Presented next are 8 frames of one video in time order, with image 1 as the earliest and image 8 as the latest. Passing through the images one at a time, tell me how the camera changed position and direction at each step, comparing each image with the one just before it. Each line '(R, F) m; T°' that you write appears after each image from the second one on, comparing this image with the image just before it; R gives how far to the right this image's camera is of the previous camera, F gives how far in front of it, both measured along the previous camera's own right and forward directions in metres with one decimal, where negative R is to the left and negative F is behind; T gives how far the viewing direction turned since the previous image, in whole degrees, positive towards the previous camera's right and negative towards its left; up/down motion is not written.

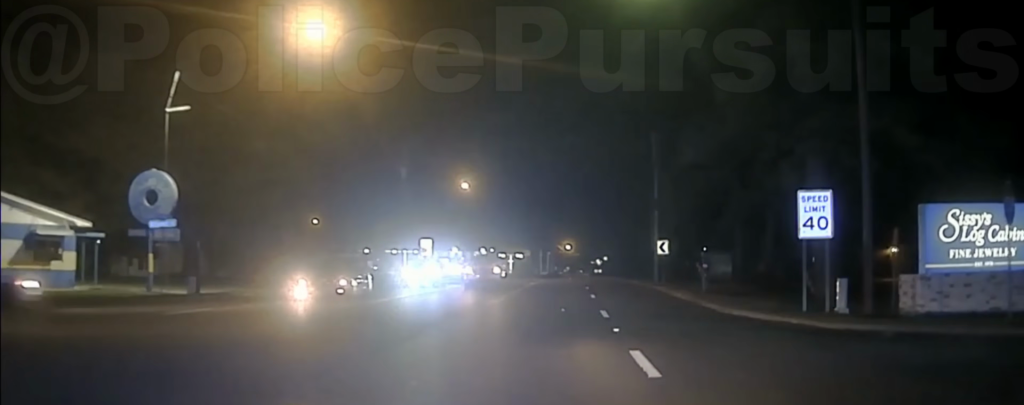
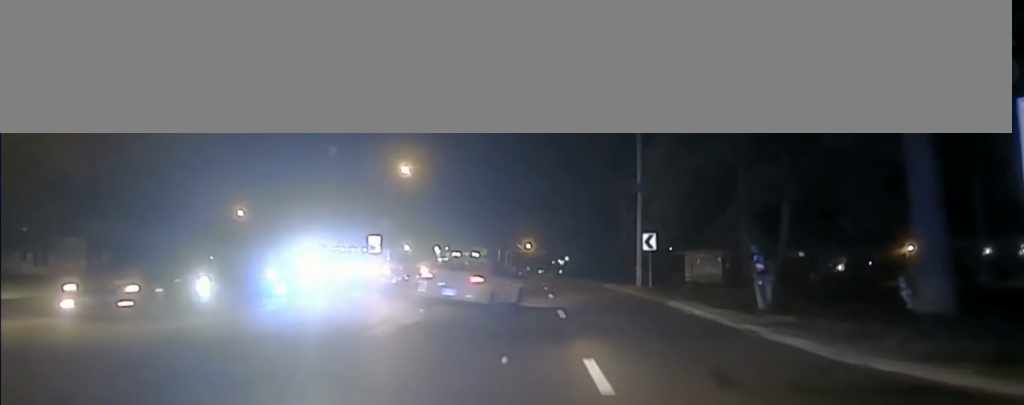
(+0.3, +7.4) m; +1°
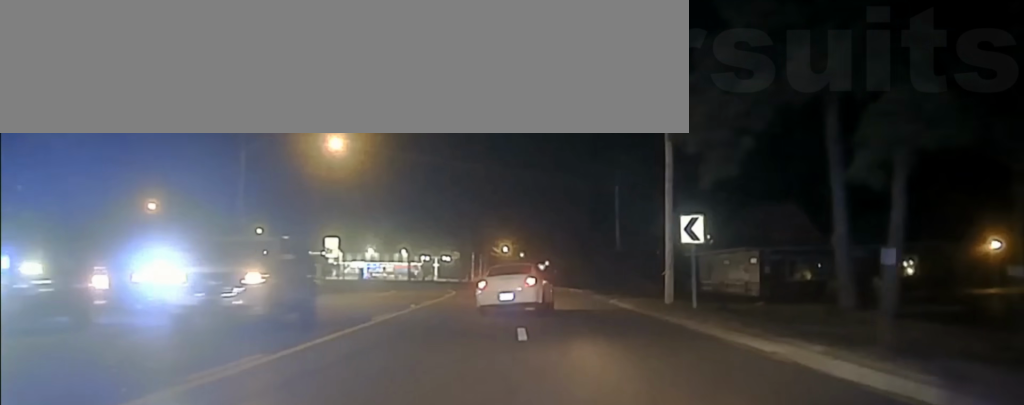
(-0.1, +12.7) m; 0°
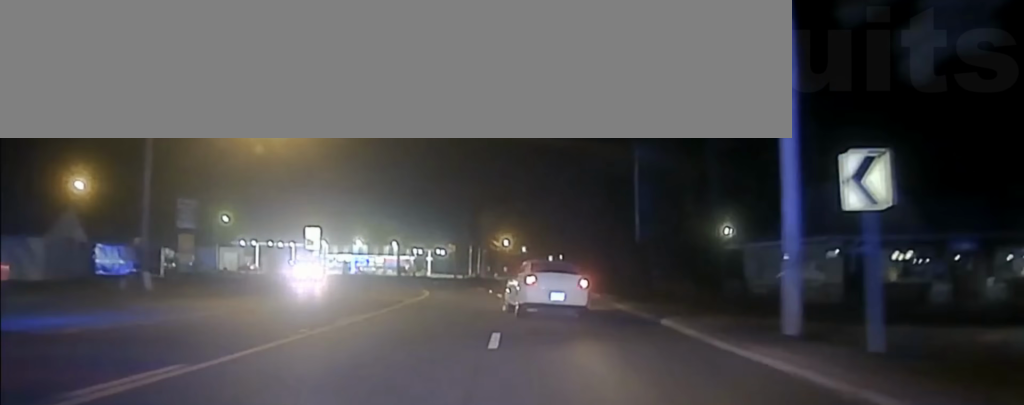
(0.0, +11.7) m; 0°
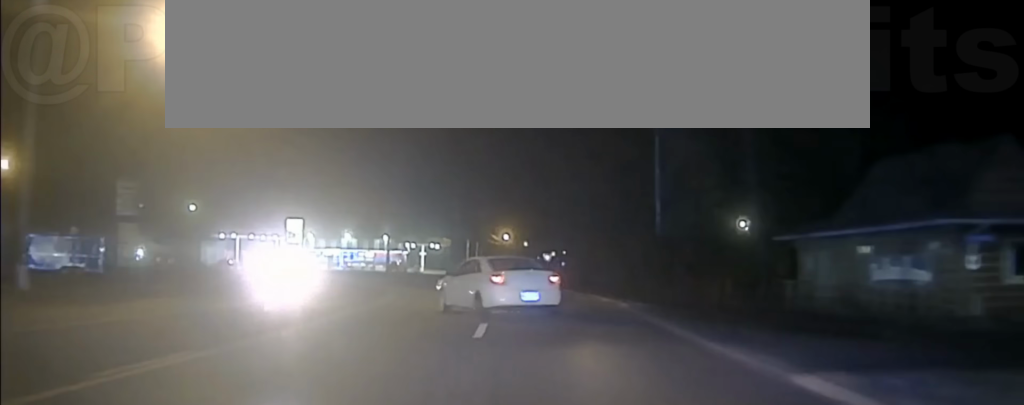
(+0.1, +10.3) m; -1°
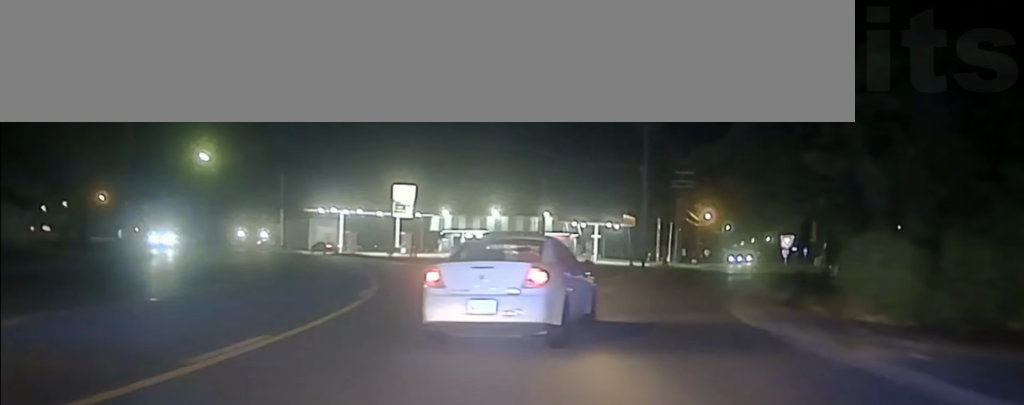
(-1.0, +41.4) m; -3°
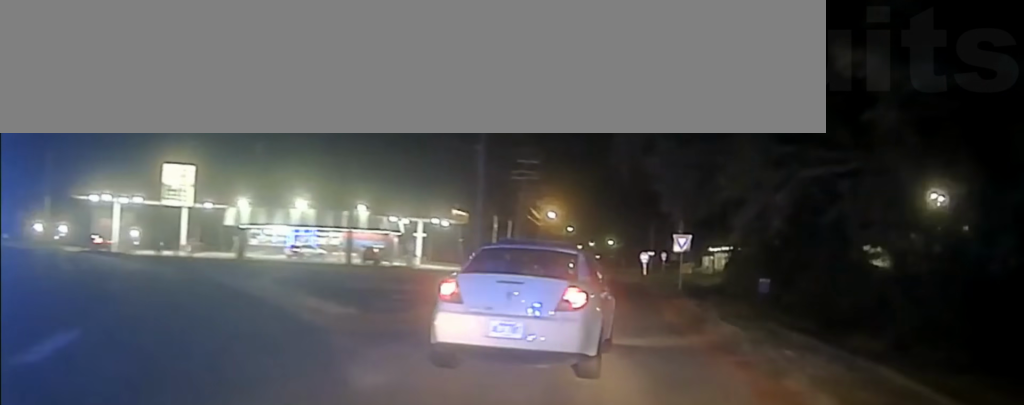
(-0.3, +19.3) m; -1°
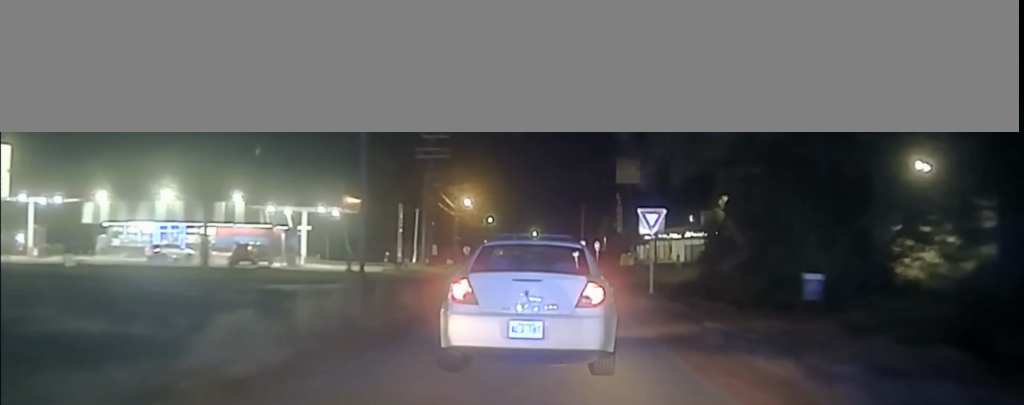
(-0.2, +15.3) m; +1°
